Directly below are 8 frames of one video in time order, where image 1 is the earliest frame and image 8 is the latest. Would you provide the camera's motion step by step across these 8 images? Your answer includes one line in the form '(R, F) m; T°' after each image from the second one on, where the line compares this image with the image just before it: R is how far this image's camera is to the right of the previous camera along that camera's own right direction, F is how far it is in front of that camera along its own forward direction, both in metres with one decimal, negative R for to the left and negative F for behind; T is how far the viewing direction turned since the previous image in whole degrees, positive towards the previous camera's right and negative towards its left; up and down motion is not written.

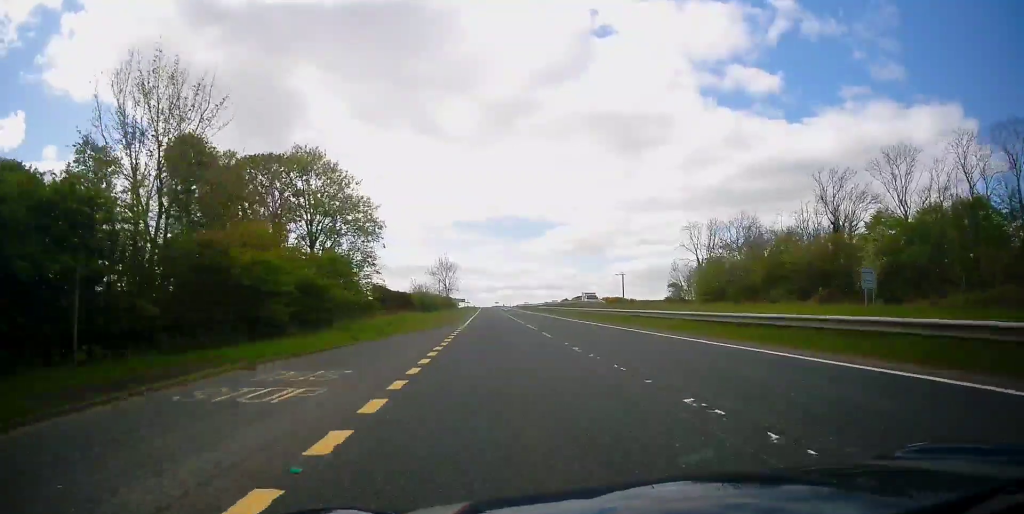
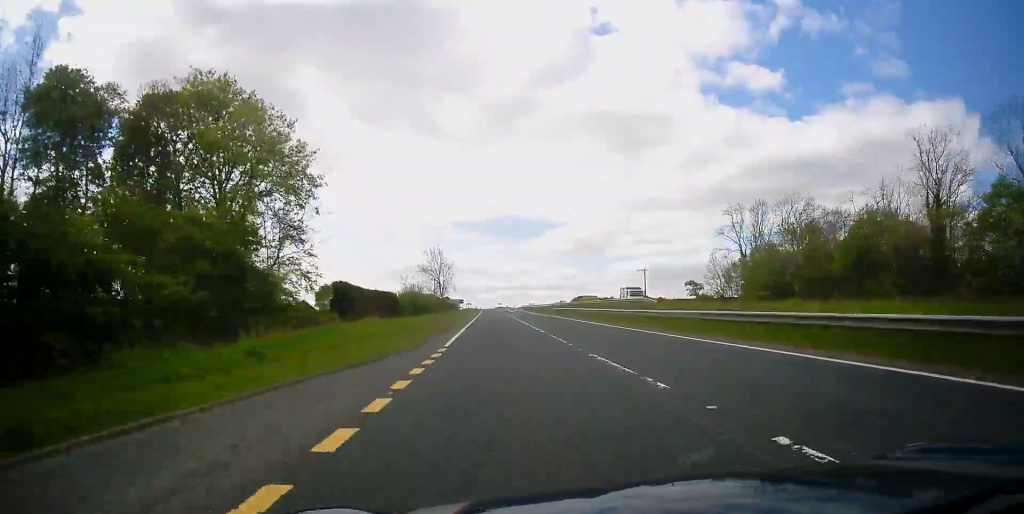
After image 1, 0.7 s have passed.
(+0.1, +19.5) m; 0°
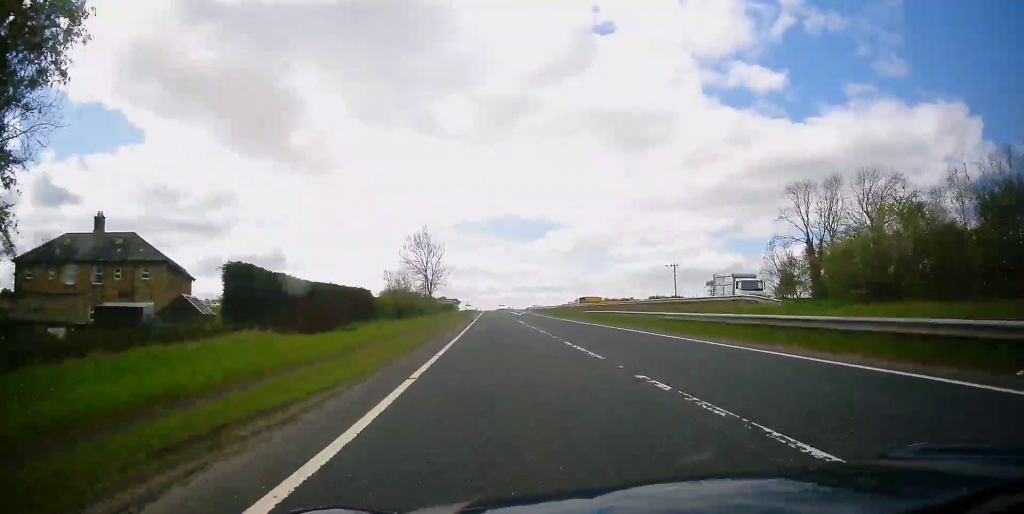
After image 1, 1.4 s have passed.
(0.0, +21.8) m; 0°
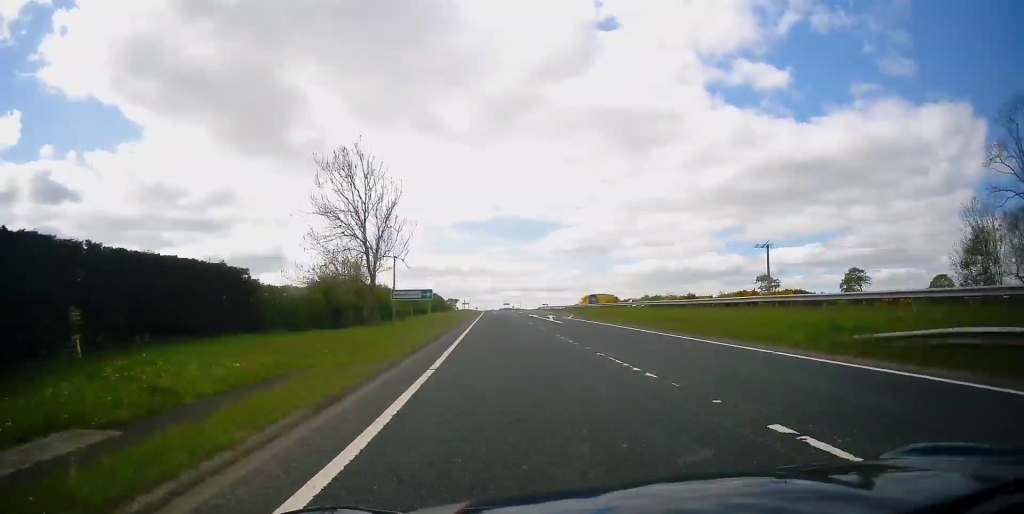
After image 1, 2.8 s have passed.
(-0.1, +40.2) m; -1°
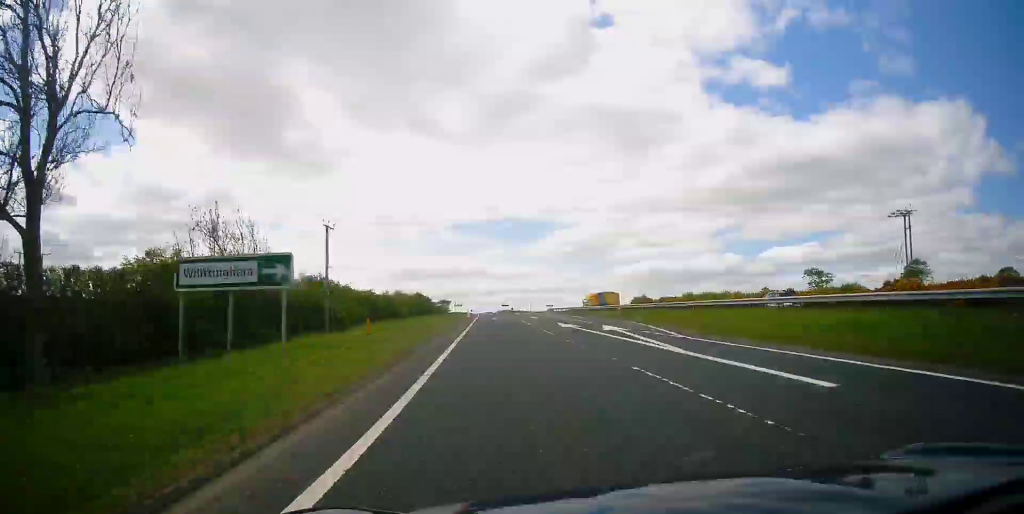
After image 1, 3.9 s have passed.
(-0.2, +31.1) m; 0°
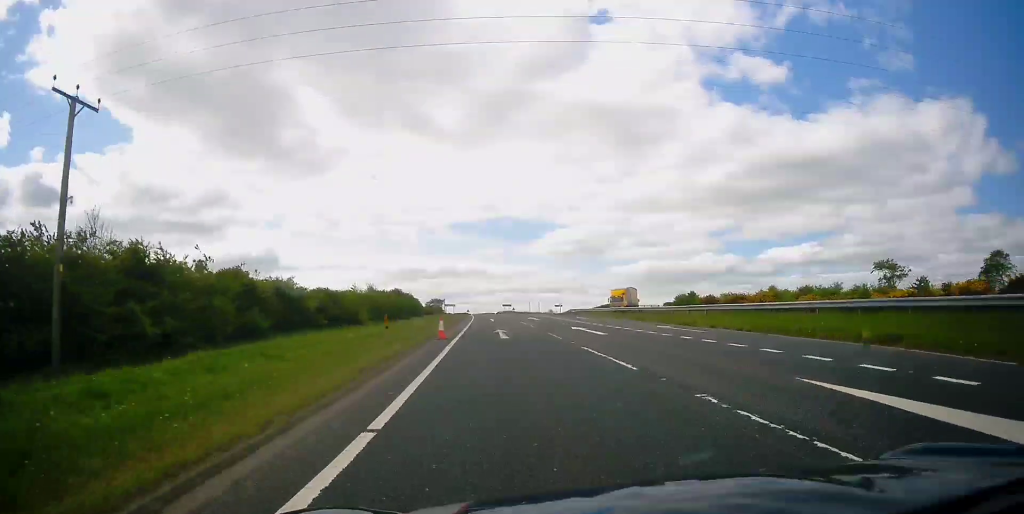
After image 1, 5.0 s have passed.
(+0.3, +30.9) m; 0°
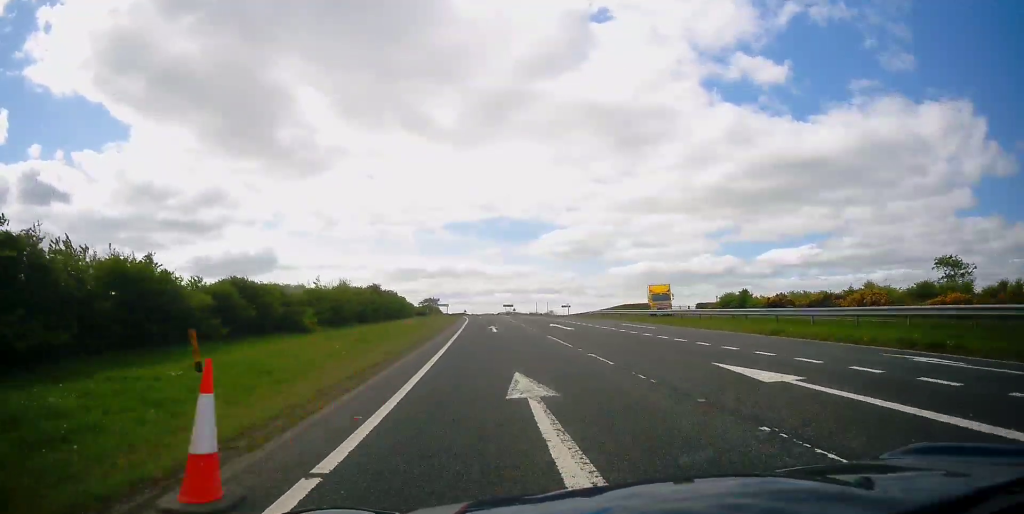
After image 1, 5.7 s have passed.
(-0.1, +19.4) m; 0°
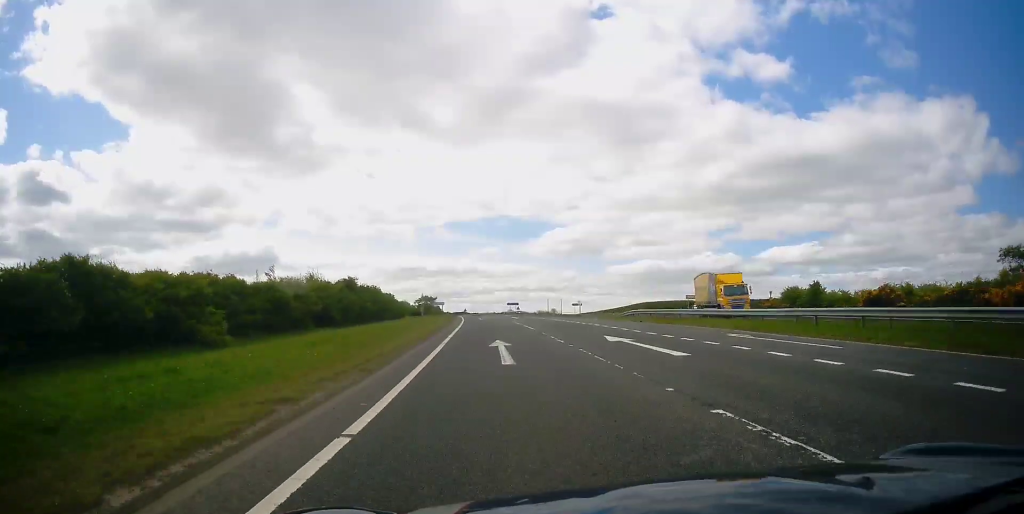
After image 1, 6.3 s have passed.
(0.0, +17.1) m; 0°
